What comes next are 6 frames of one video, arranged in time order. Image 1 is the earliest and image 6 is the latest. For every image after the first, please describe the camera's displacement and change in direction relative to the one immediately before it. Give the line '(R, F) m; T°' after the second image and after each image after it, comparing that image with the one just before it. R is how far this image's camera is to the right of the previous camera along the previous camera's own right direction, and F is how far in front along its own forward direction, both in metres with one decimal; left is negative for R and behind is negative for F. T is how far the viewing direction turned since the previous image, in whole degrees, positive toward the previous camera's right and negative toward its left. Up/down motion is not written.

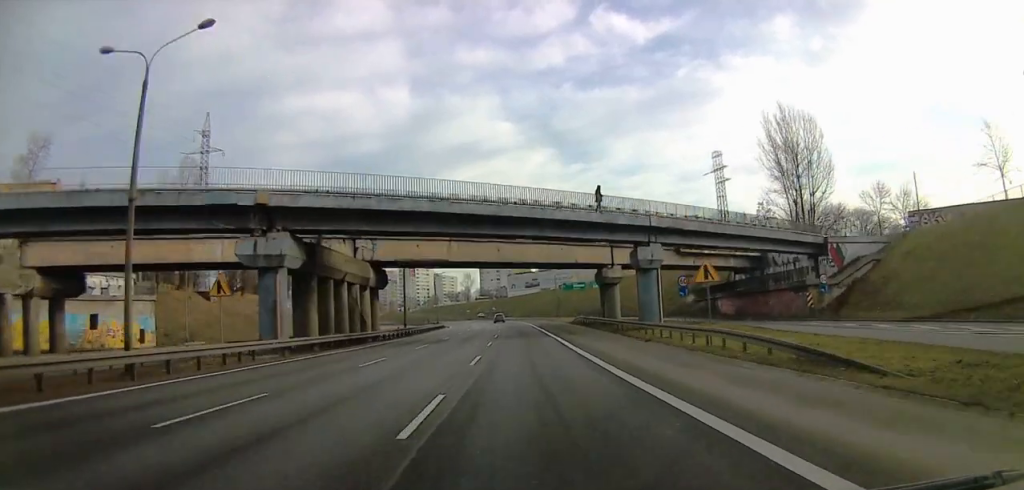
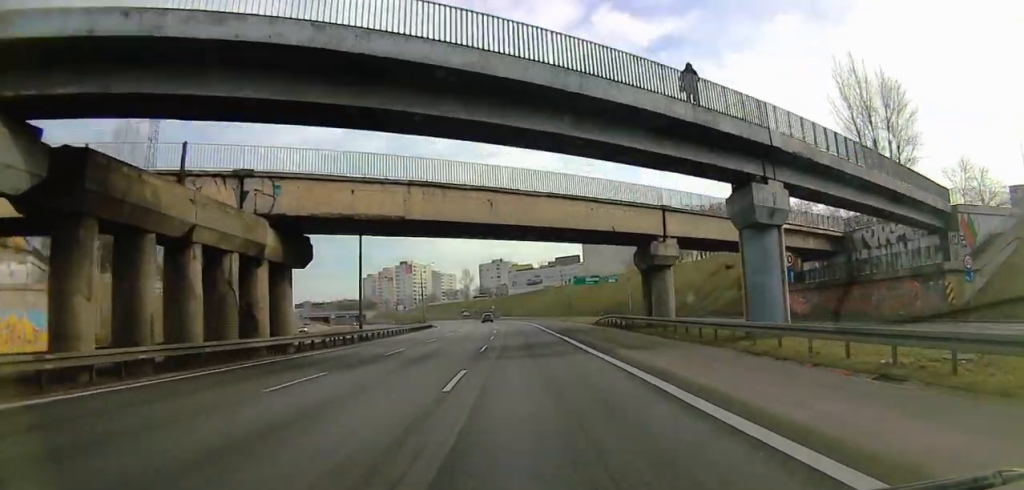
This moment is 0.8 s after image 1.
(-0.5, +20.1) m; -2°
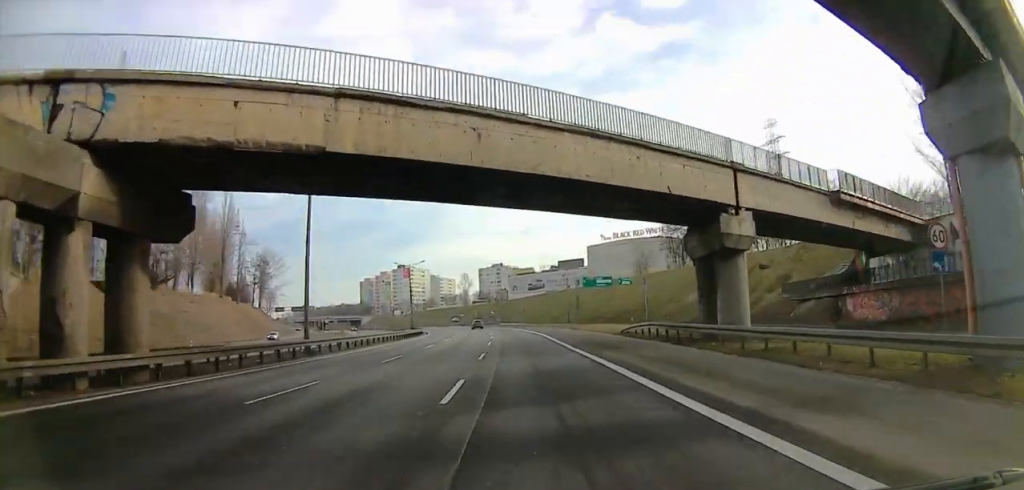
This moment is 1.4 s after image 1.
(0.0, +12.8) m; -1°
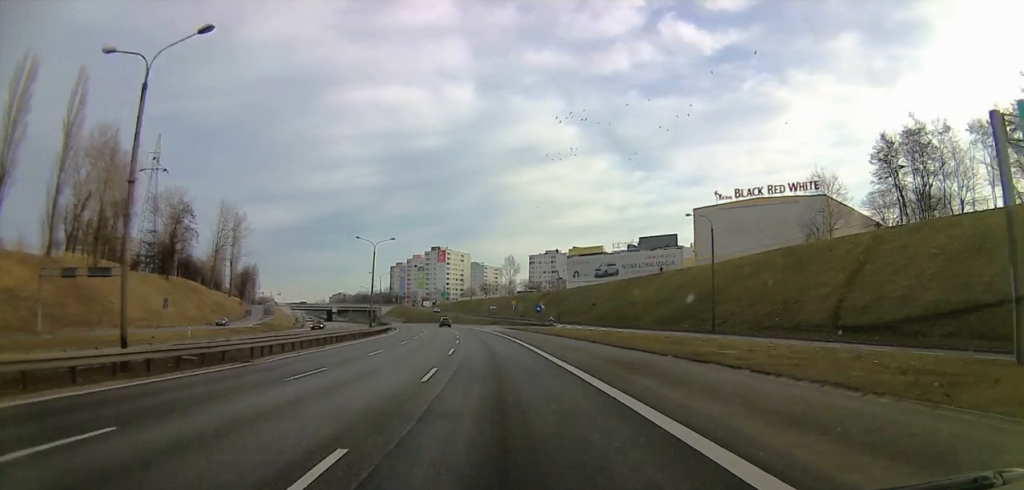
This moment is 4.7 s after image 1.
(+4.3, +77.2) m; -4°
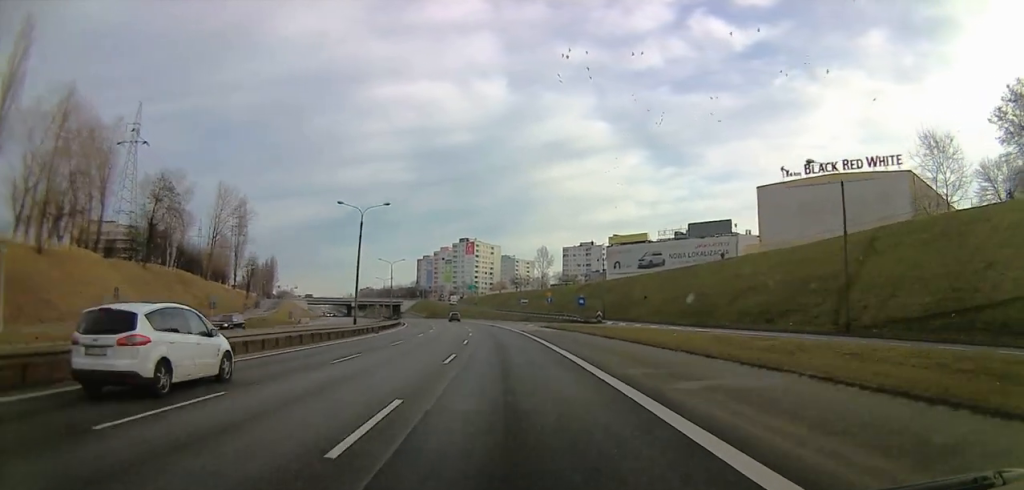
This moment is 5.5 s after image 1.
(-1.2, +20.5) m; -1°
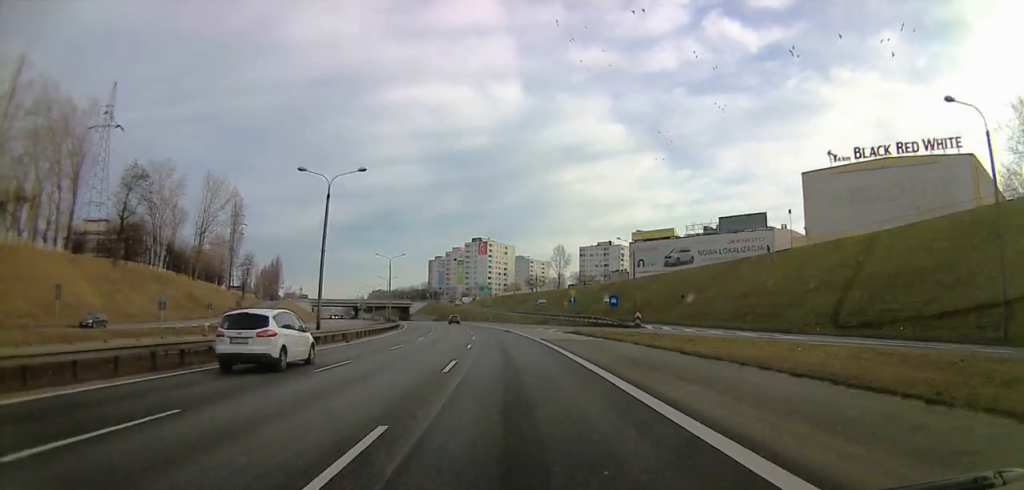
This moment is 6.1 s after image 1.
(+0.2, +14.2) m; -1°
